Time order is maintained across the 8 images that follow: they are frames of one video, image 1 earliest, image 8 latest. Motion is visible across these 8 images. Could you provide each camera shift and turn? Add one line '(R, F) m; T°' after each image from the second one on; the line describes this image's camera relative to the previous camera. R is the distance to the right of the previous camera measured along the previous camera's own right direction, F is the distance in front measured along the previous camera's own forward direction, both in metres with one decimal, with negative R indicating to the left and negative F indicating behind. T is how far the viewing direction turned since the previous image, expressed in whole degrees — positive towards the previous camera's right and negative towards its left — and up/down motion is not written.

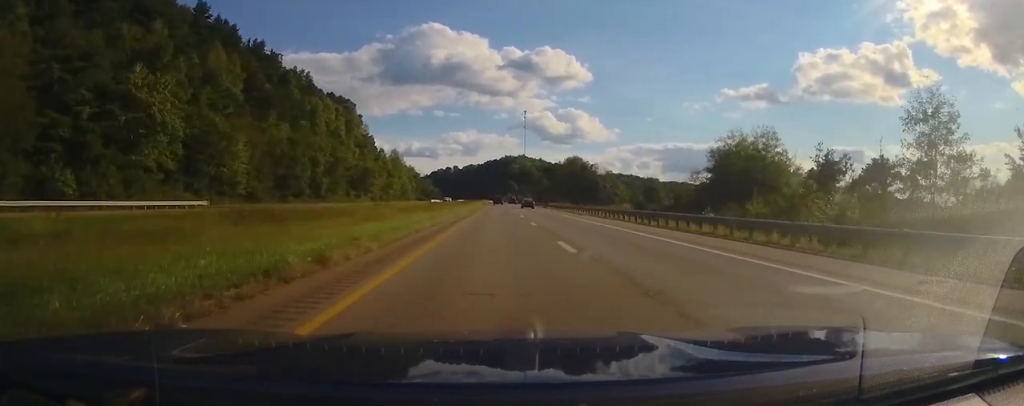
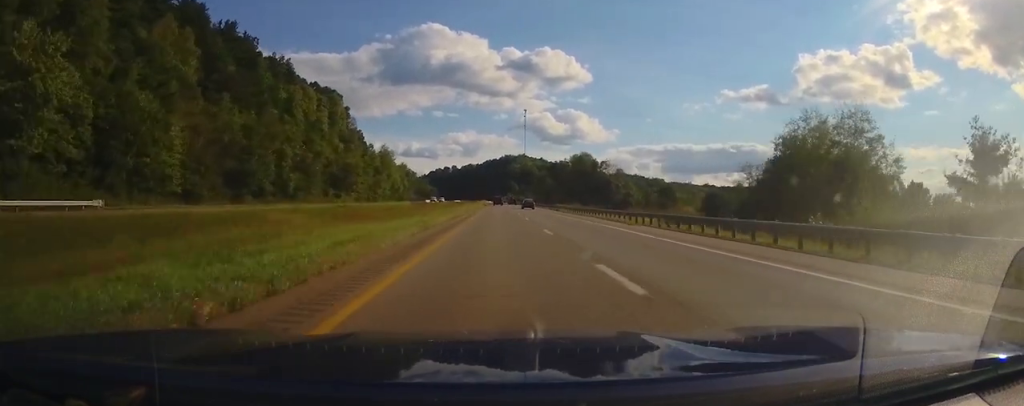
(0.0, +19.0) m; 0°
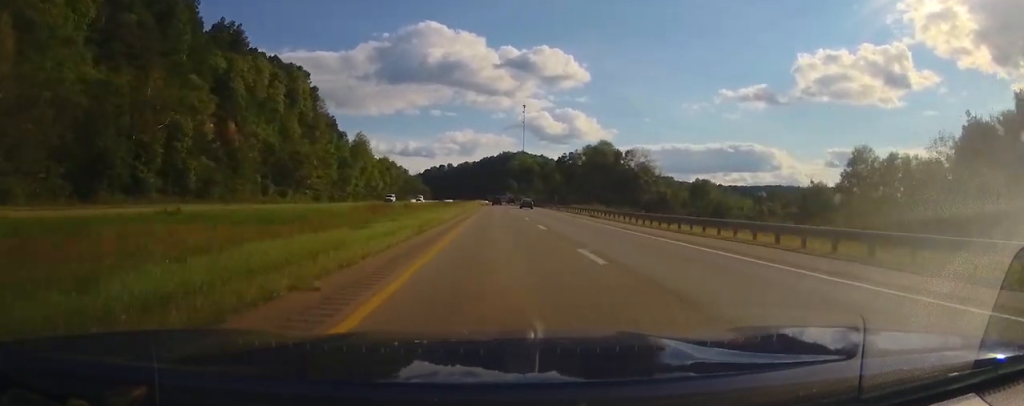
(+0.1, +34.7) m; +1°
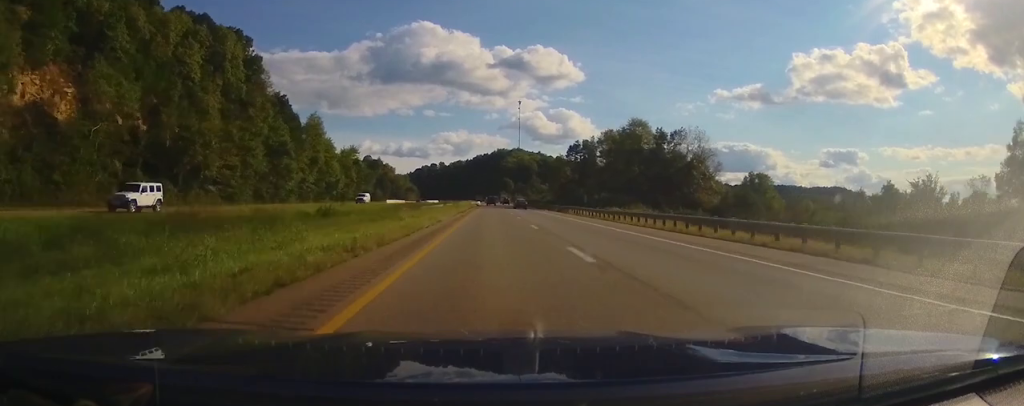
(+0.5, +39.0) m; +1°
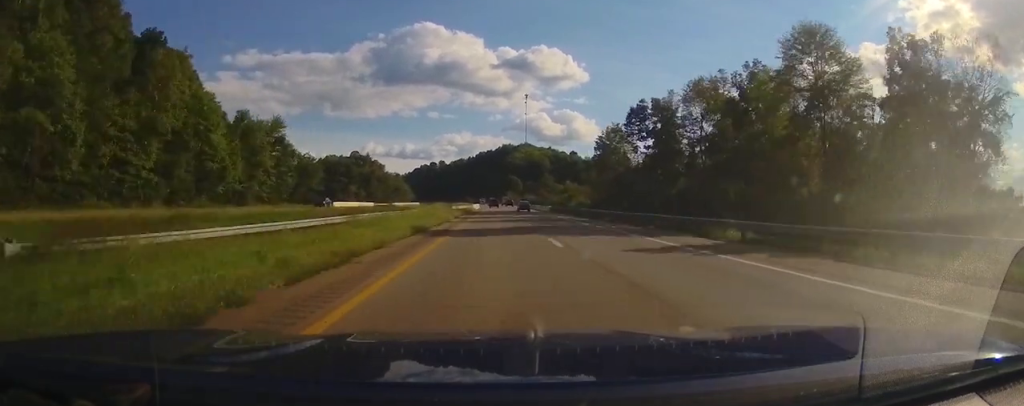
(-0.5, +60.2) m; -1°
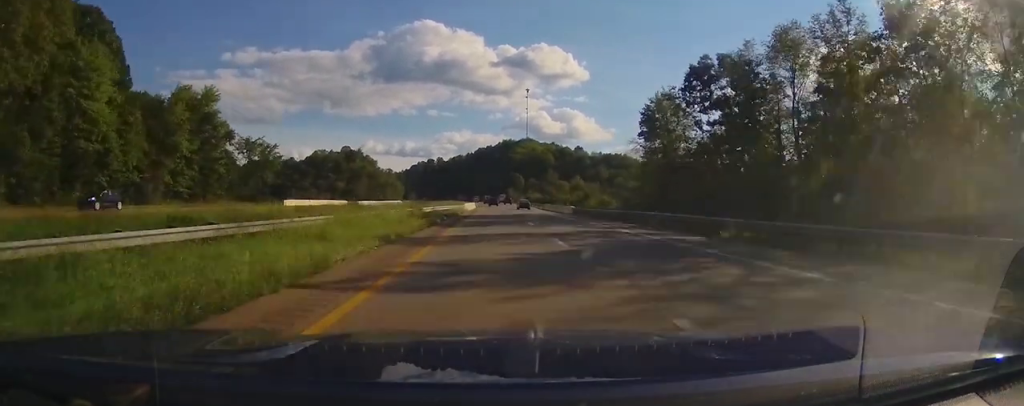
(0.0, +25.8) m; 0°
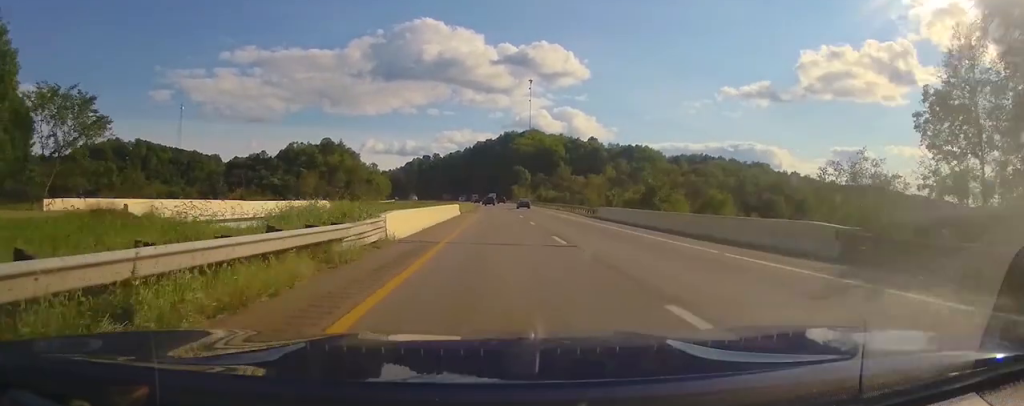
(0.0, +49.8) m; 0°
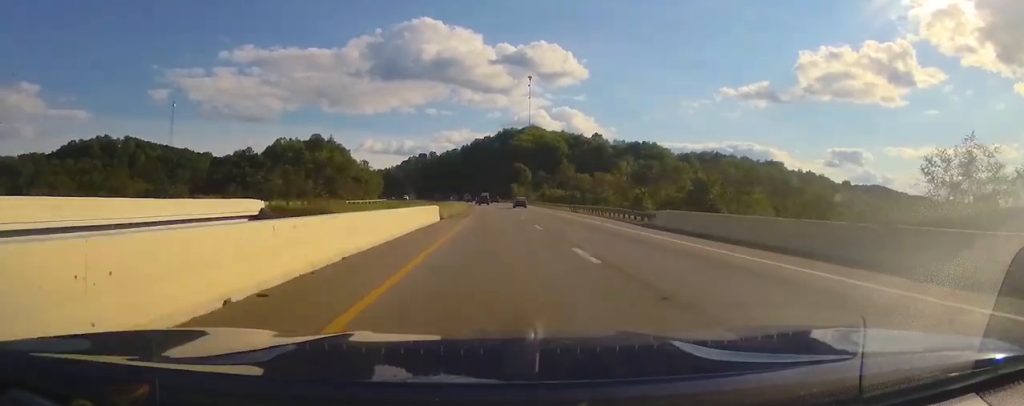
(0.0, +18.2) m; 0°
